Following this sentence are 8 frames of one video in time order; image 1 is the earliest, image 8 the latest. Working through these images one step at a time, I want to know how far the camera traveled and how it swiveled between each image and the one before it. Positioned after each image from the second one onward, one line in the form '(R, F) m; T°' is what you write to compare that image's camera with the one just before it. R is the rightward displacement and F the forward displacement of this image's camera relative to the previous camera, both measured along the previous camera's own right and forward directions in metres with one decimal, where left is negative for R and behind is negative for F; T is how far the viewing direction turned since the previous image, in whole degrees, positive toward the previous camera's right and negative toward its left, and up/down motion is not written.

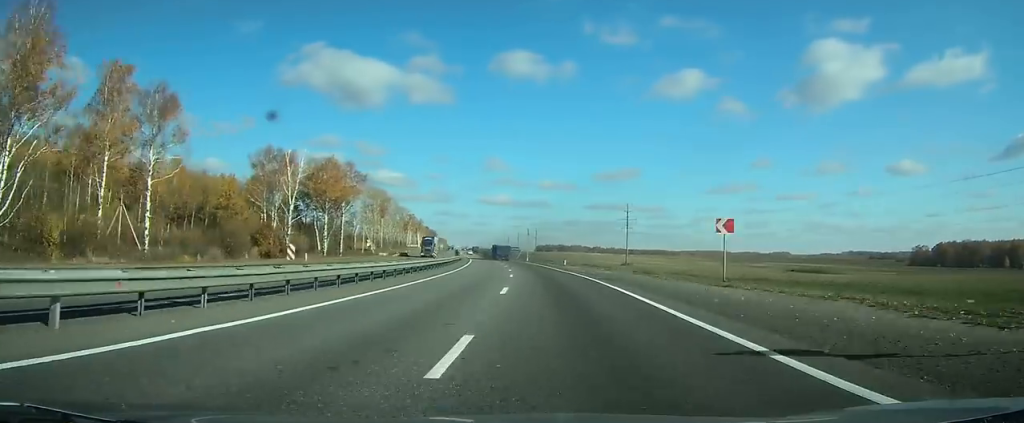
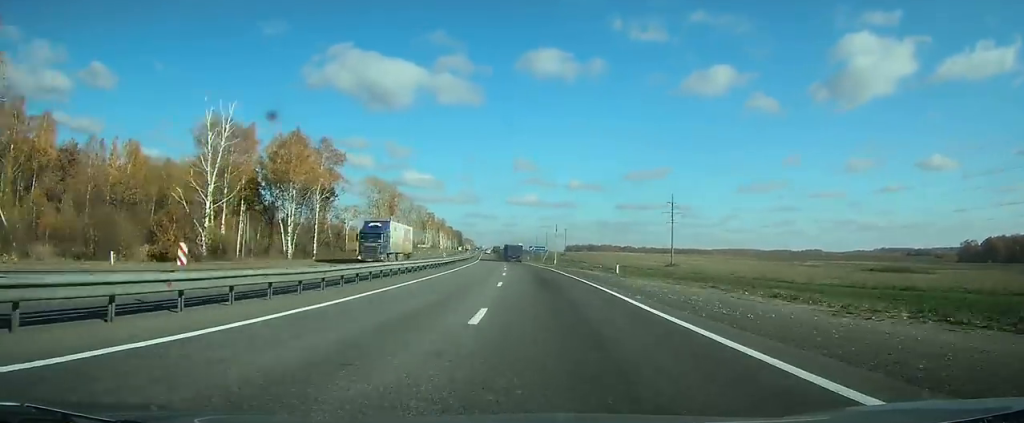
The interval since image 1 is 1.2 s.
(-1.1, +29.4) m; -2°
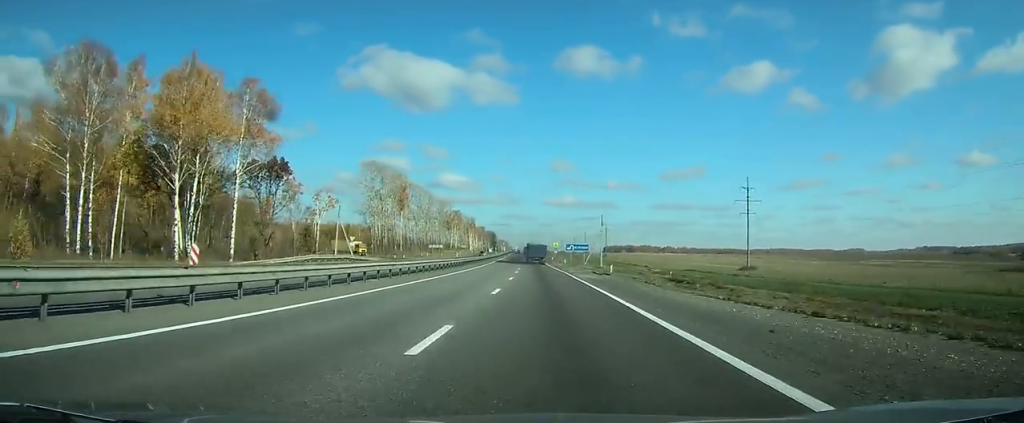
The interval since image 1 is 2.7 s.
(-1.0, +38.5) m; -3°
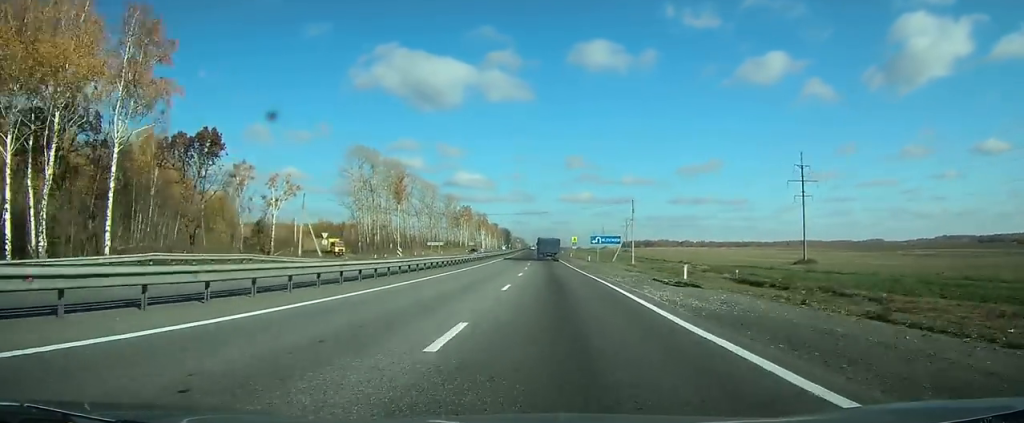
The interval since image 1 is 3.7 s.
(-0.3, +24.6) m; -1°
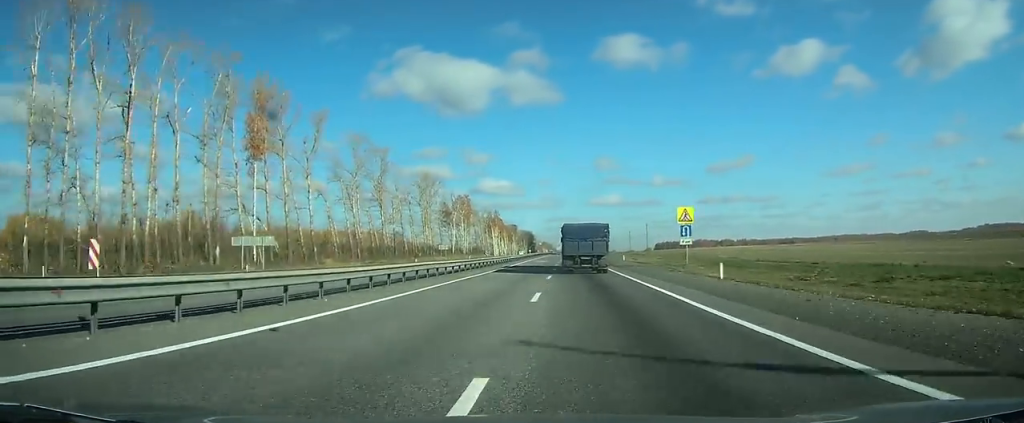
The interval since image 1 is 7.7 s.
(-3.6, +101.5) m; -3°
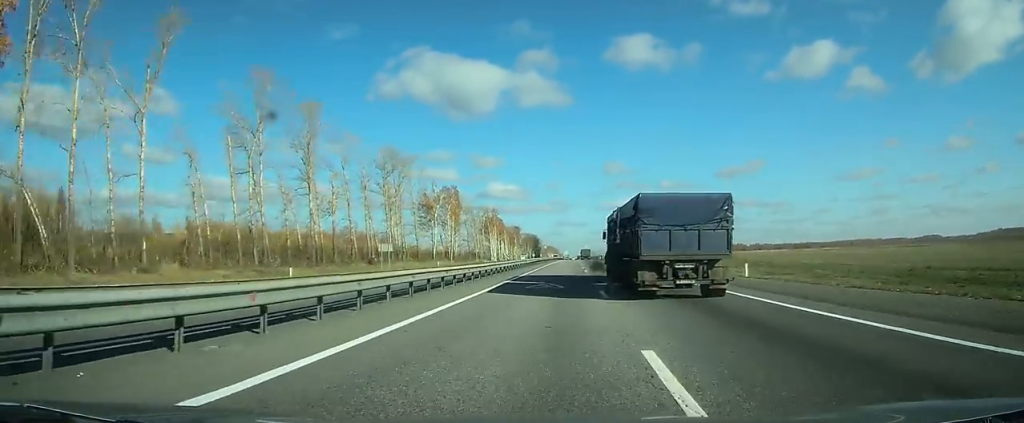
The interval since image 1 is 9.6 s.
(-0.5, +45.5) m; 0°
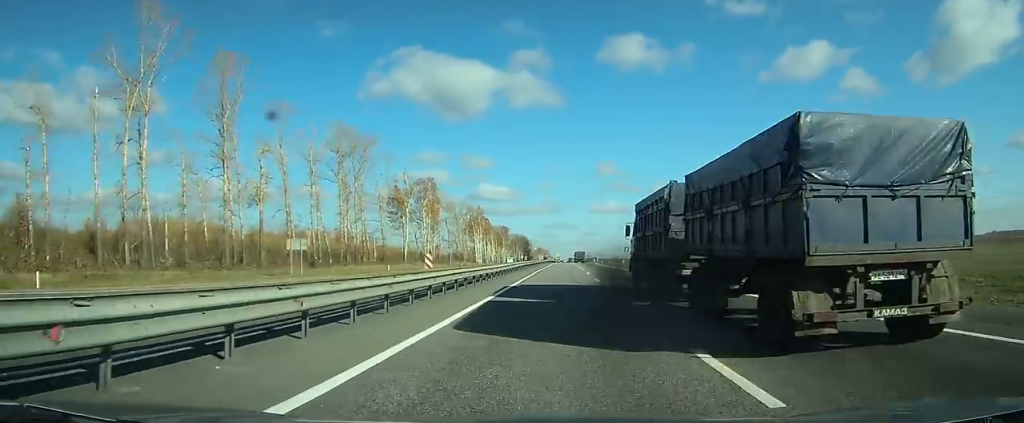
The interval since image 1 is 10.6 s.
(0.0, +23.1) m; 0°
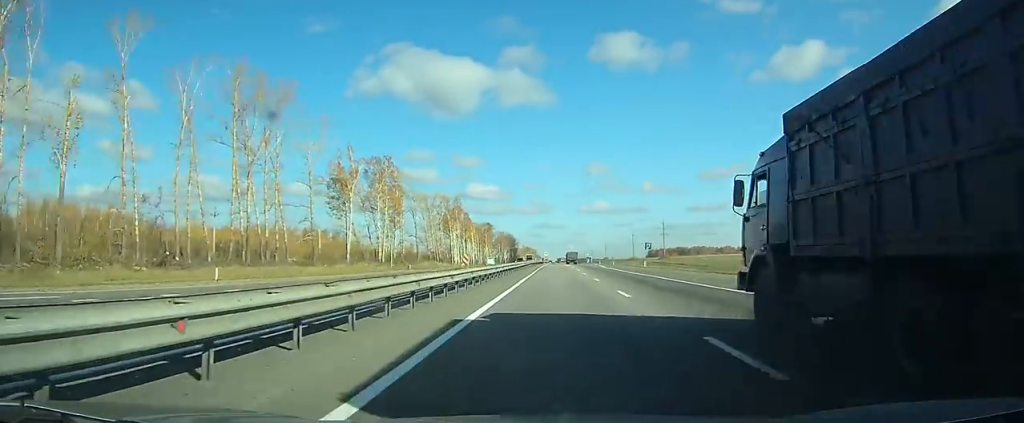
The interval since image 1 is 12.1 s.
(+0.3, +33.8) m; +1°
